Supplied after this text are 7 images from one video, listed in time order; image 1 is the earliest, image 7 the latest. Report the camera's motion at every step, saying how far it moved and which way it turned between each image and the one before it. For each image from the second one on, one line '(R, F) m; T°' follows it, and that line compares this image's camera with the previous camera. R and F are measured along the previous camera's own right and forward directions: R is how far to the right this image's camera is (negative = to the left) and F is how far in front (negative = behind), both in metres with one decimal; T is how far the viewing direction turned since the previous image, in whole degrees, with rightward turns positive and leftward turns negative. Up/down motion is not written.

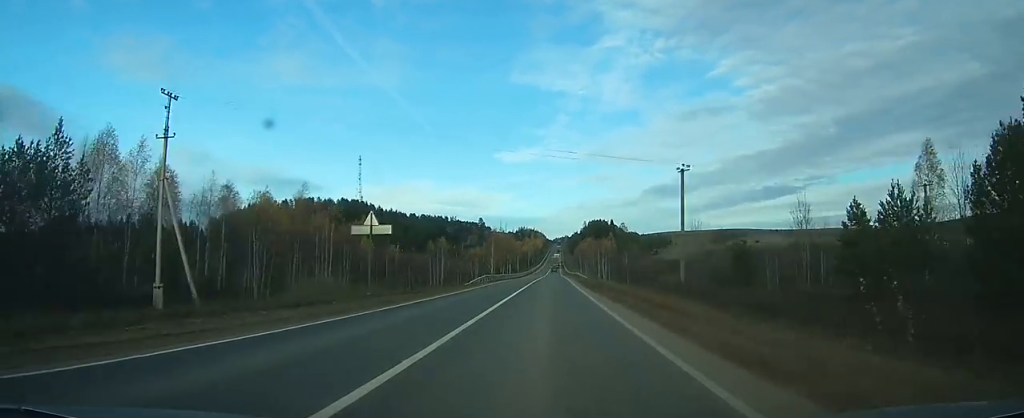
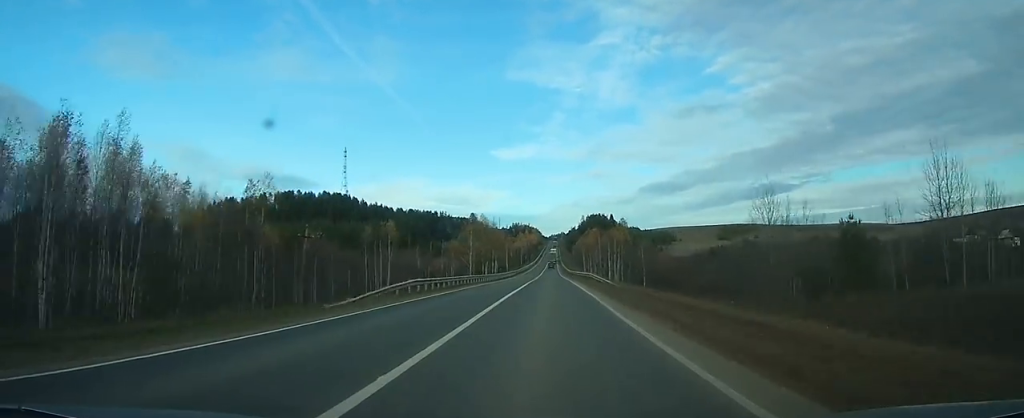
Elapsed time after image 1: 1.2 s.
(+0.2, +29.8) m; +1°
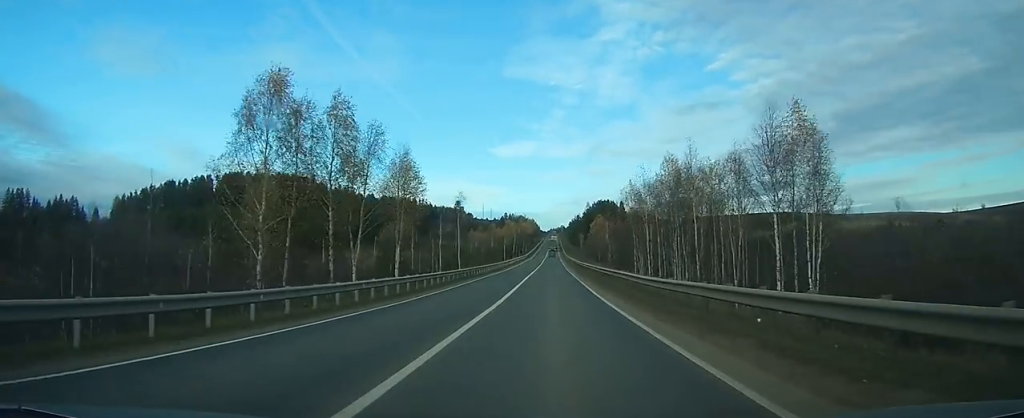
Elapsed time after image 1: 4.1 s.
(+1.0, +76.6) m; +1°
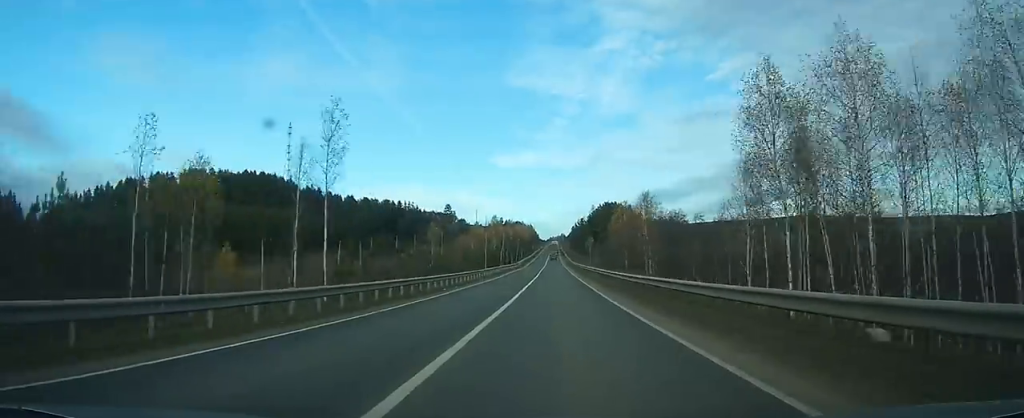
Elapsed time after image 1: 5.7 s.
(0.0, +43.8) m; 0°
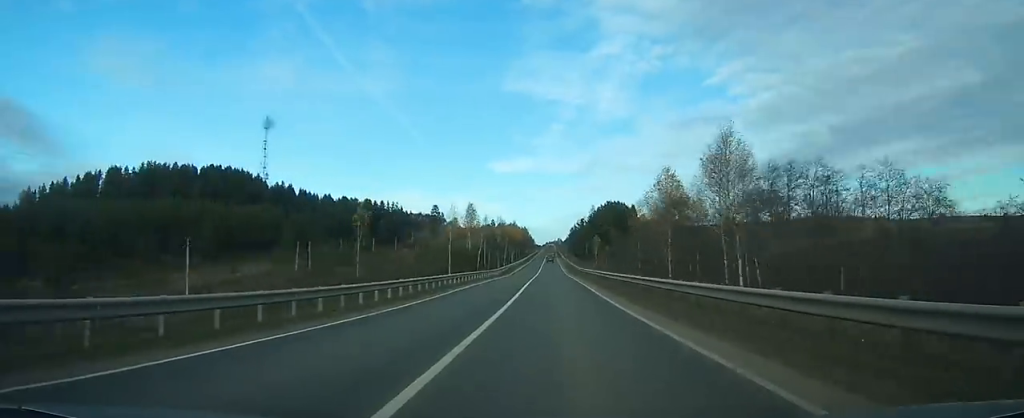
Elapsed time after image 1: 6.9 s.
(0.0, +33.4) m; 0°
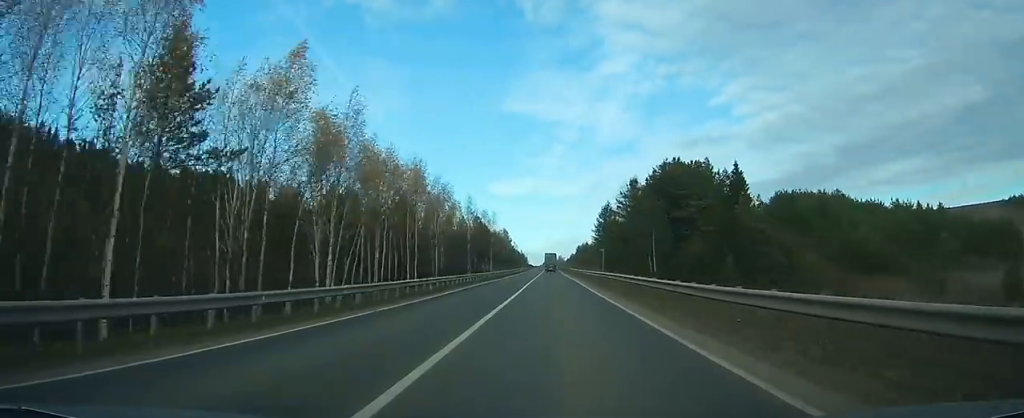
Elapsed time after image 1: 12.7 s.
(+1.0, +165.3) m; 0°
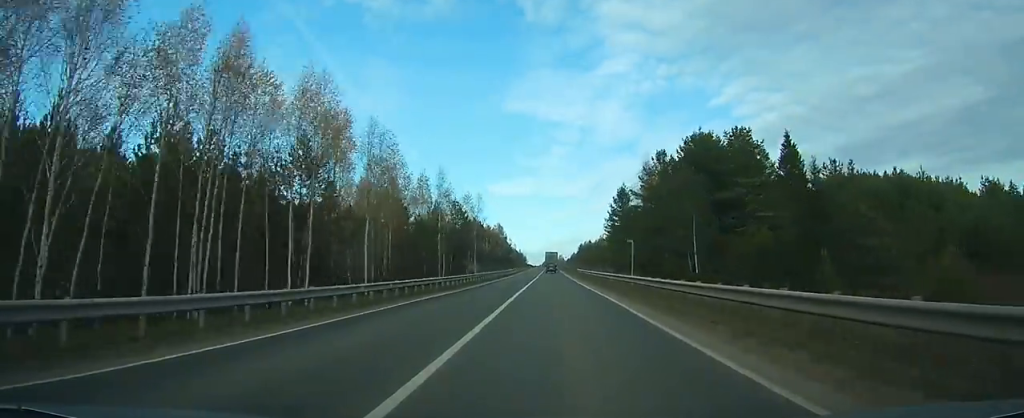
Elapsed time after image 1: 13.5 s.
(0.0, +25.6) m; 0°
